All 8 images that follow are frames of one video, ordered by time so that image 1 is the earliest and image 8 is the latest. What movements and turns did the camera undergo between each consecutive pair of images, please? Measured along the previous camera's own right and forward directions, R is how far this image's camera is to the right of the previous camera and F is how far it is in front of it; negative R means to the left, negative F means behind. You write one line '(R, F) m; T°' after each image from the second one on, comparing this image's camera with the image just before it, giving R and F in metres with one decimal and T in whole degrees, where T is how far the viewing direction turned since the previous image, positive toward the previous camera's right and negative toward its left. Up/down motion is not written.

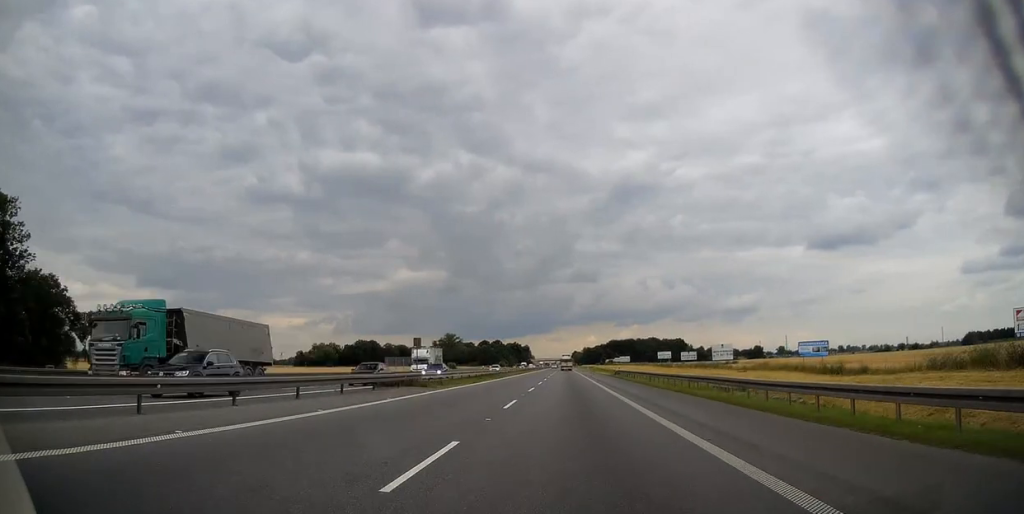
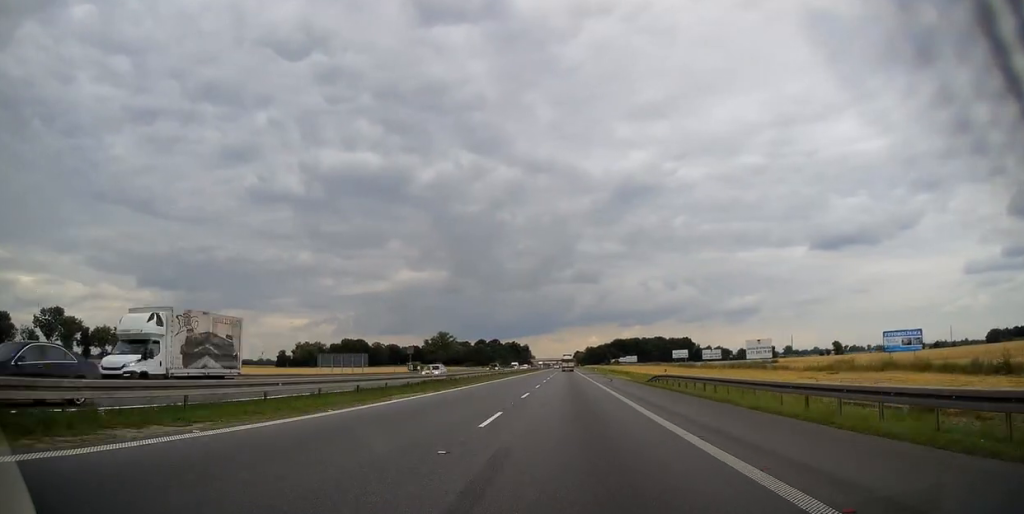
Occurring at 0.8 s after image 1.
(-0.1, +29.3) m; 0°
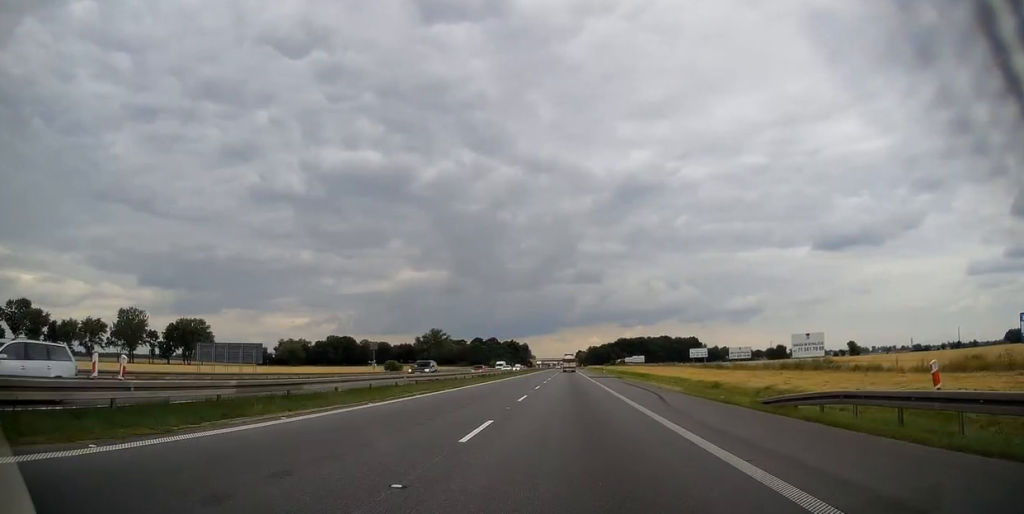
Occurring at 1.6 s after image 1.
(-0.1, +26.7) m; 0°
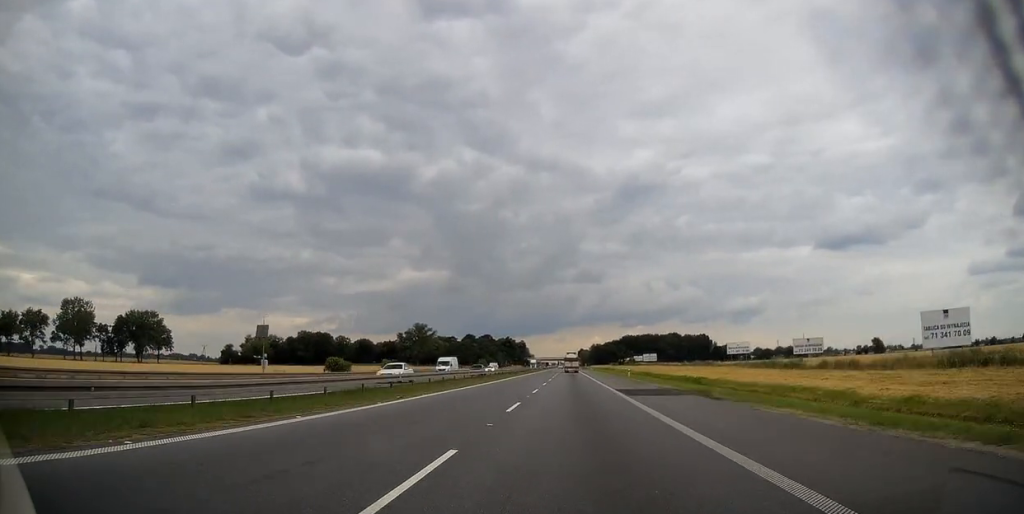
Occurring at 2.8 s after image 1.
(-0.1, +41.4) m; 0°
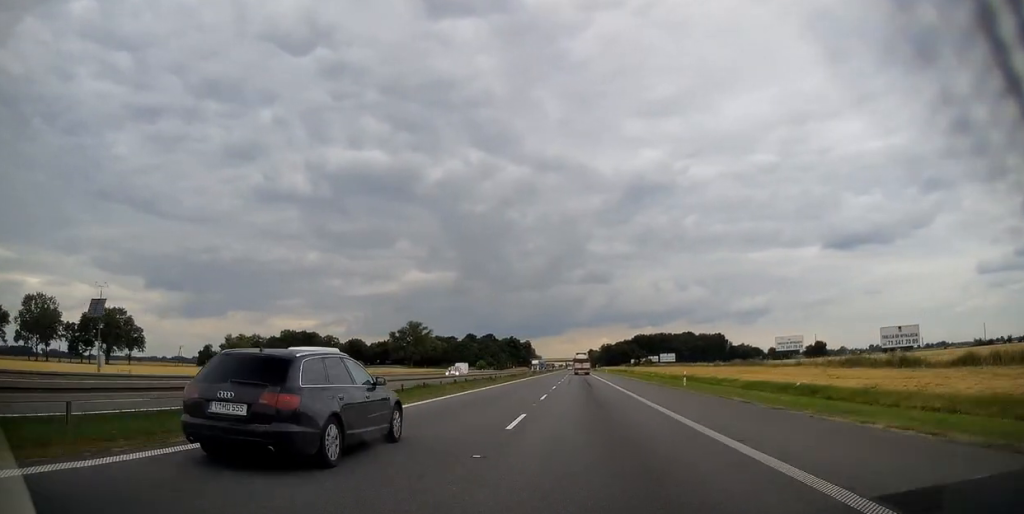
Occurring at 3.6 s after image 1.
(-0.1, +28.6) m; 0°
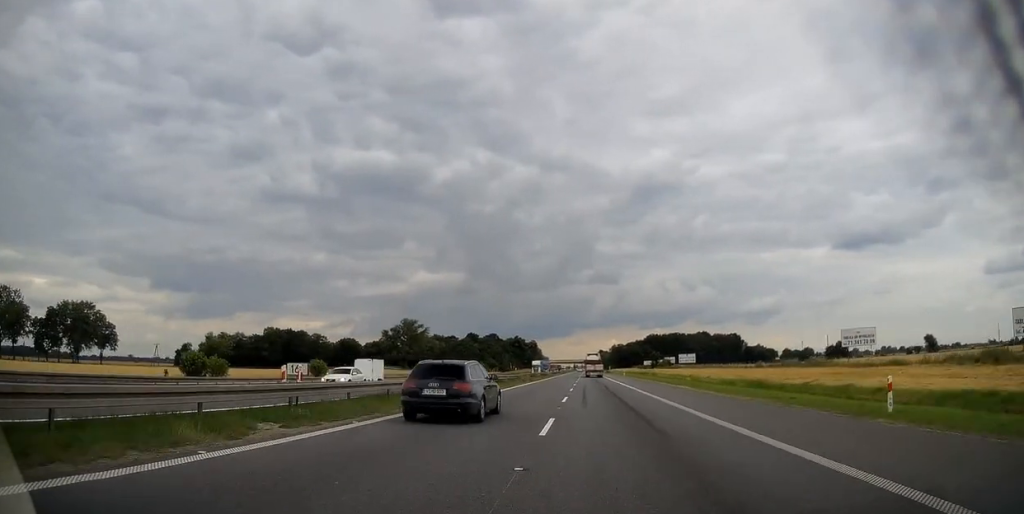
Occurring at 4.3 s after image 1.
(-0.1, +24.1) m; 0°
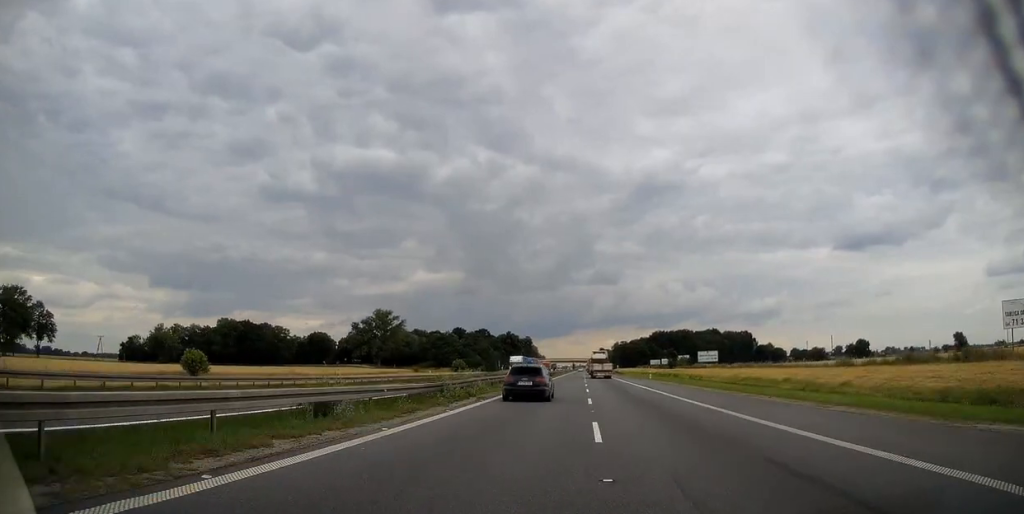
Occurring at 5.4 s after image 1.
(0.0, +37.2) m; 0°
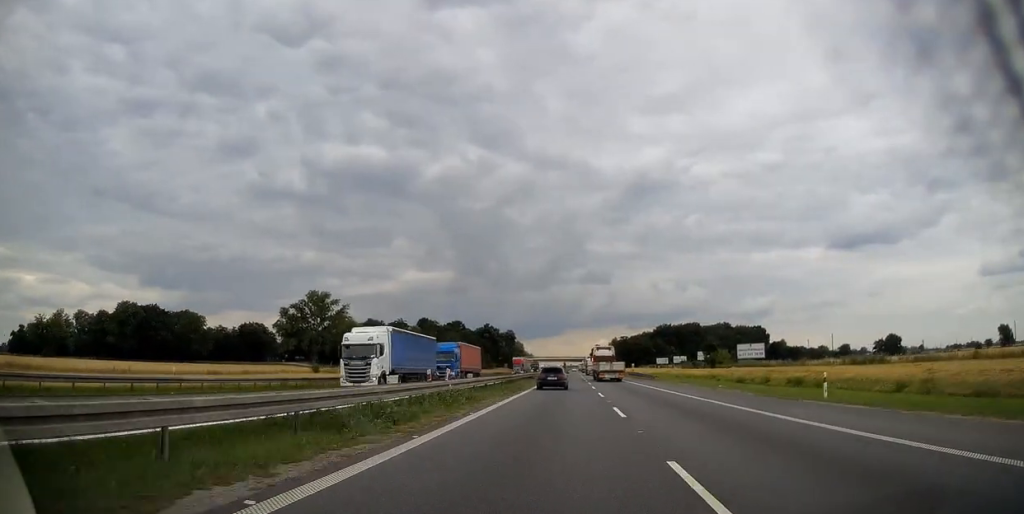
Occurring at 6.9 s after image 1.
(-0.2, +54.5) m; 0°
